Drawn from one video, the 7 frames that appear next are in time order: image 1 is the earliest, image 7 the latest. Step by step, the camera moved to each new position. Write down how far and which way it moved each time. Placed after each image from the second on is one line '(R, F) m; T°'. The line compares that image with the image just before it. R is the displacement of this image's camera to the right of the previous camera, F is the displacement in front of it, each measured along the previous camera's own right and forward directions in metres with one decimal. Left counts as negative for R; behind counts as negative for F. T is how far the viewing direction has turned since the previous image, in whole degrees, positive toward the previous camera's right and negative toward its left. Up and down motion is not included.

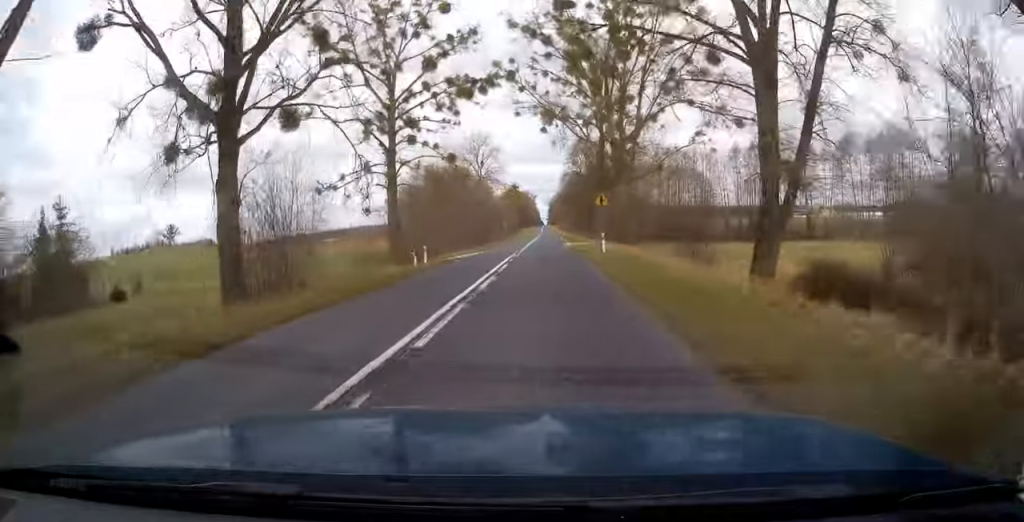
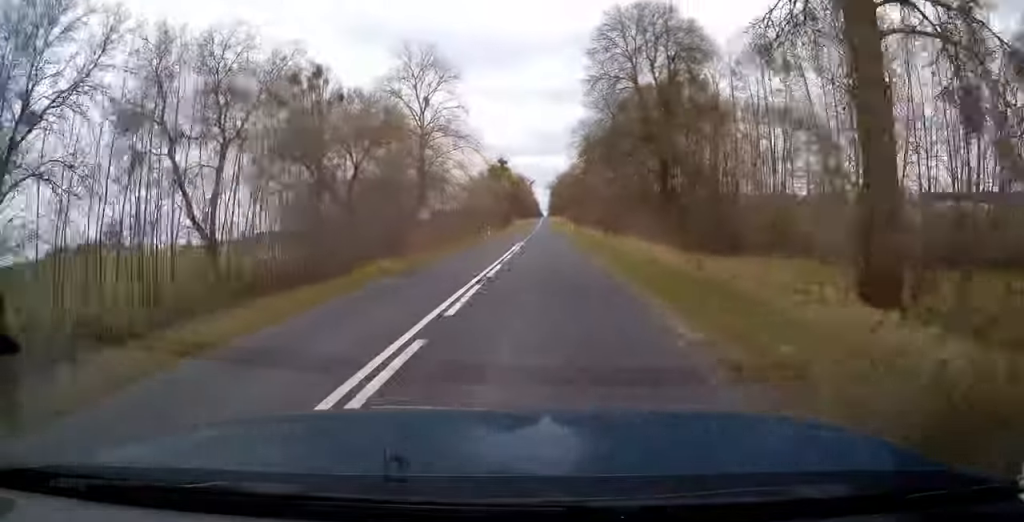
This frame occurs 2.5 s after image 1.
(0.0, +63.8) m; 0°
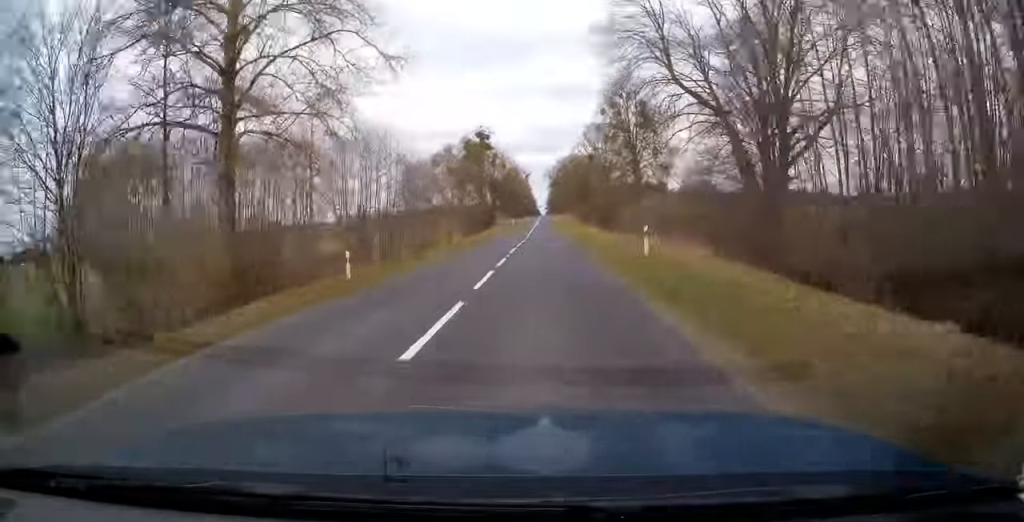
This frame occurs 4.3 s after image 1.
(+0.2, +46.5) m; 0°
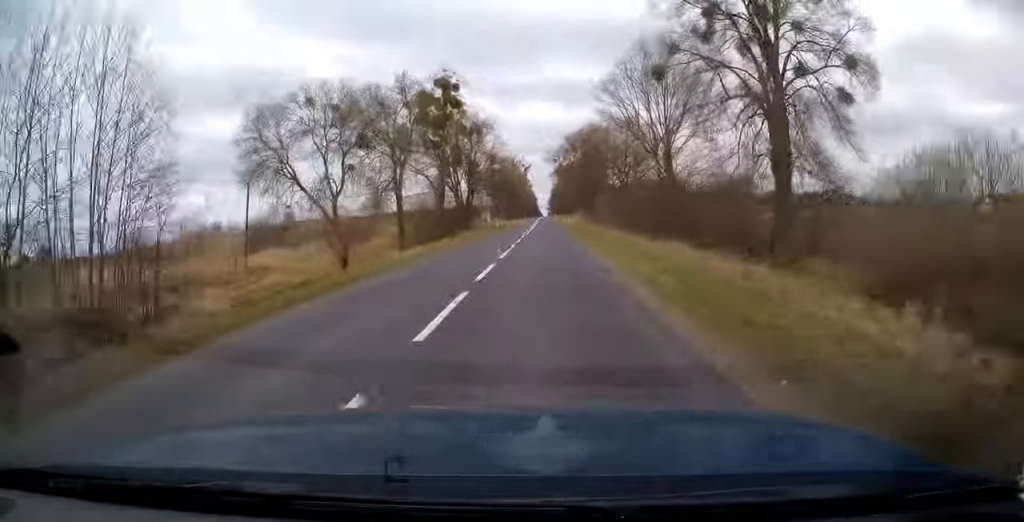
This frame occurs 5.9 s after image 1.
(-0.3, +42.9) m; 0°
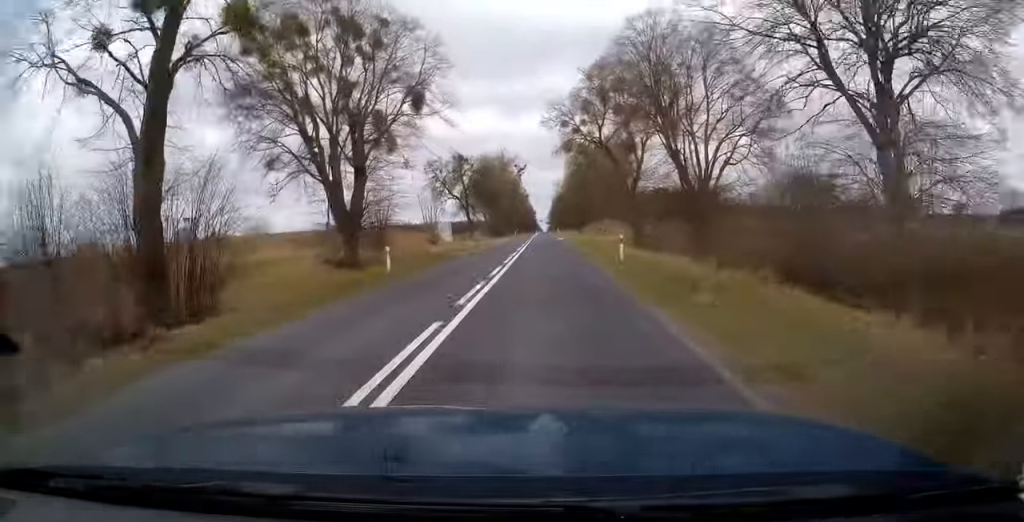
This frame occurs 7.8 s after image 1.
(-0.1, +51.4) m; 0°
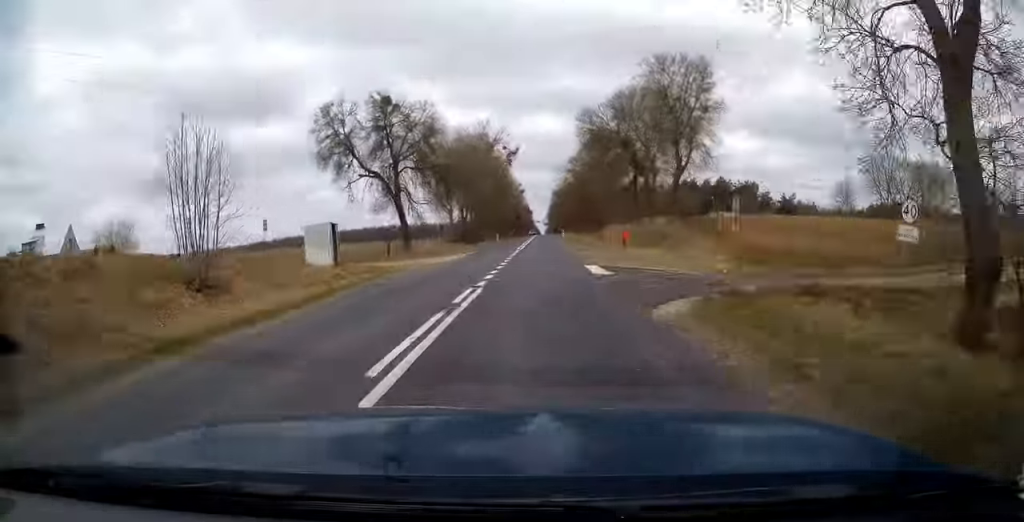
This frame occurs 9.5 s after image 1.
(0.0, +42.7) m; 0°
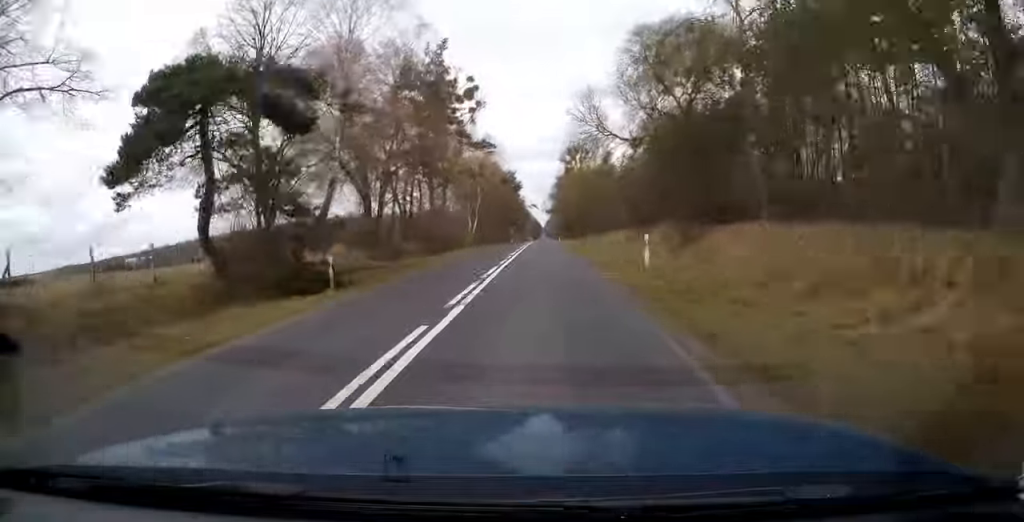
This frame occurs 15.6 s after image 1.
(+0.9, +164.1) m; 0°
